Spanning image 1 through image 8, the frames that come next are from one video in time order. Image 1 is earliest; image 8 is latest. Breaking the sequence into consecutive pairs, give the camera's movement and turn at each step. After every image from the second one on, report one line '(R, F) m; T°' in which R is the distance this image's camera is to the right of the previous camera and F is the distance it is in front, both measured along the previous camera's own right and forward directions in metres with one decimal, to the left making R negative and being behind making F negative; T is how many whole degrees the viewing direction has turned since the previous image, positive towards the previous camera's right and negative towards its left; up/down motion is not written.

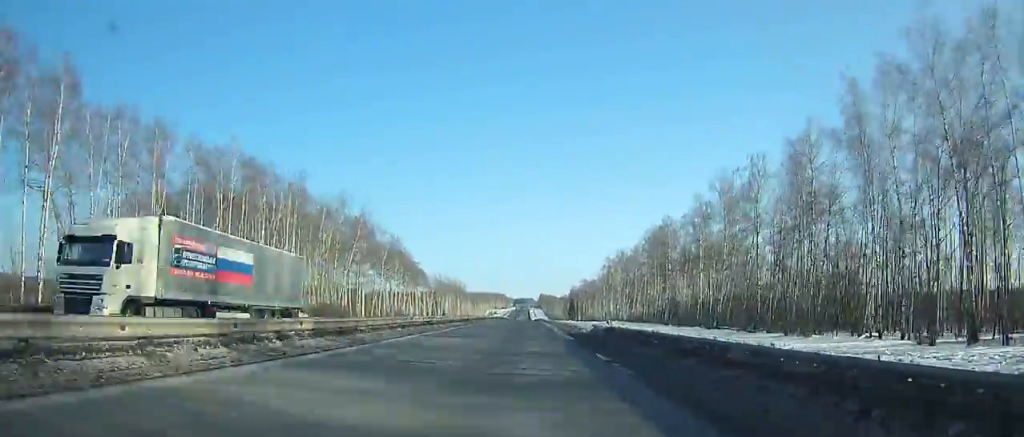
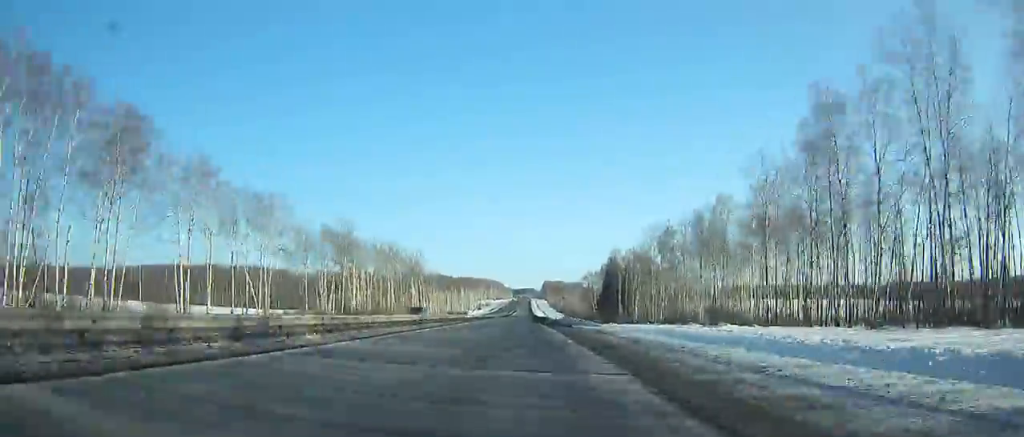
(+0.1, +147.6) m; 0°
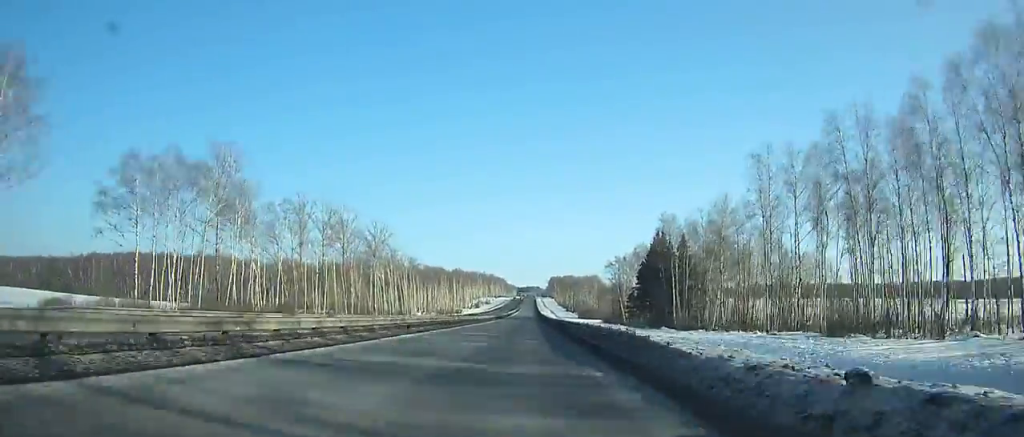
(-0.4, +54.4) m; 0°
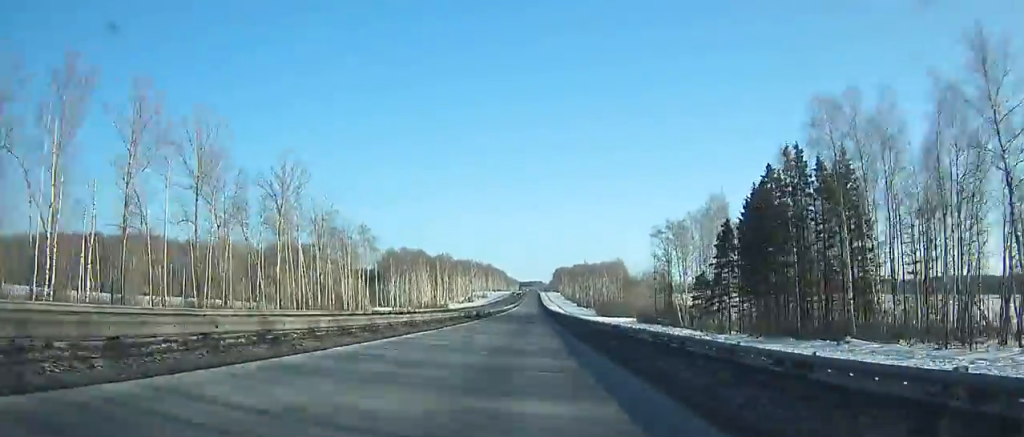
(0.0, +57.0) m; 0°
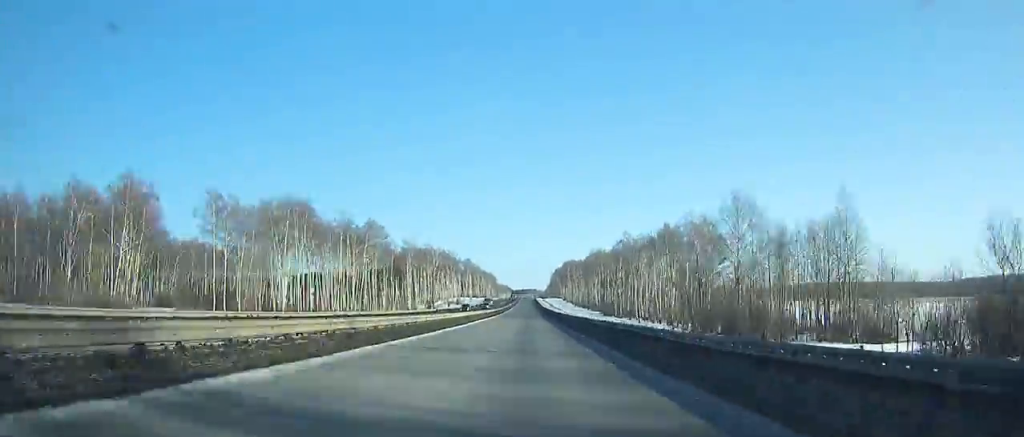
(+0.2, +105.8) m; +8°
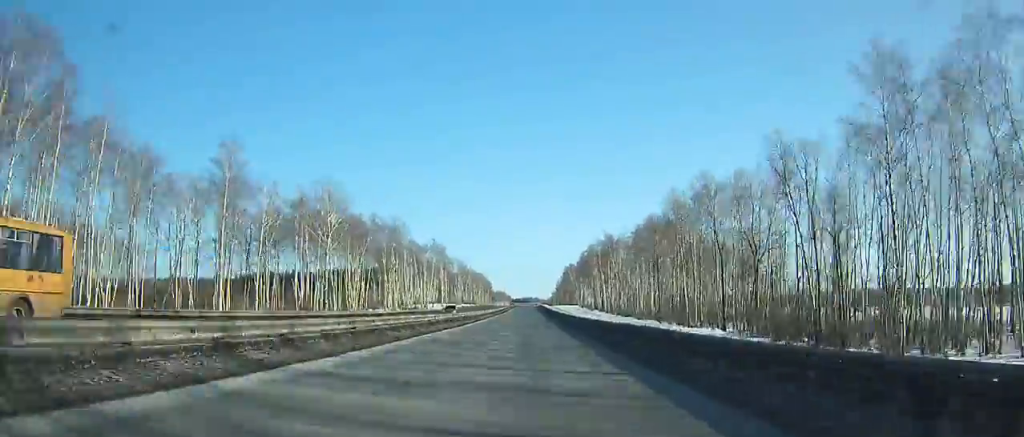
(+3.8, +100.2) m; -9°
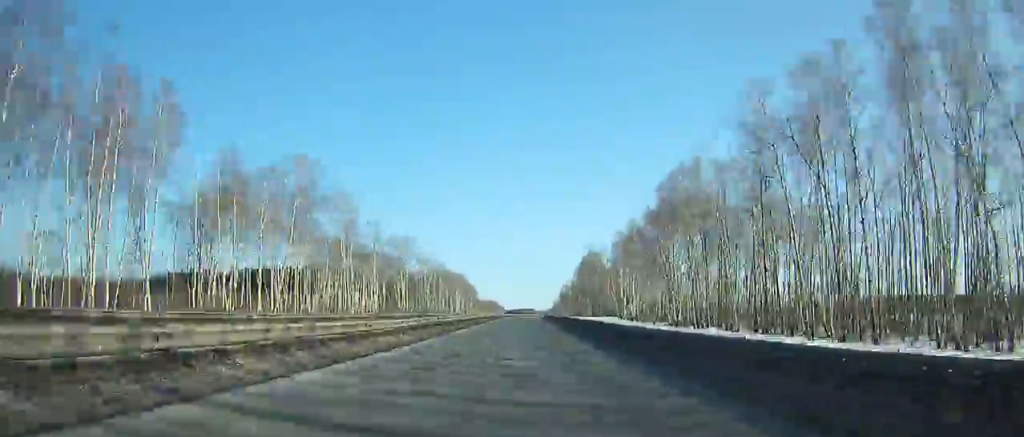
(-13.9, +122.7) m; -2°
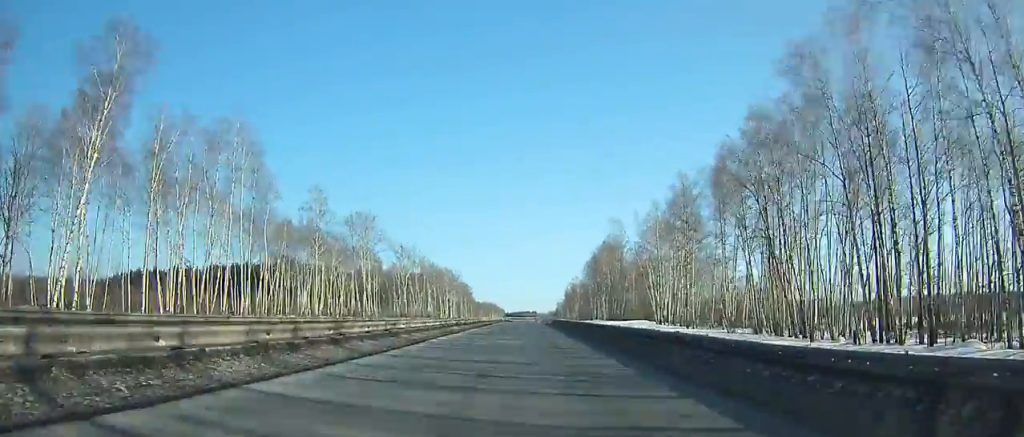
(+1.3, +42.8) m; +3°
